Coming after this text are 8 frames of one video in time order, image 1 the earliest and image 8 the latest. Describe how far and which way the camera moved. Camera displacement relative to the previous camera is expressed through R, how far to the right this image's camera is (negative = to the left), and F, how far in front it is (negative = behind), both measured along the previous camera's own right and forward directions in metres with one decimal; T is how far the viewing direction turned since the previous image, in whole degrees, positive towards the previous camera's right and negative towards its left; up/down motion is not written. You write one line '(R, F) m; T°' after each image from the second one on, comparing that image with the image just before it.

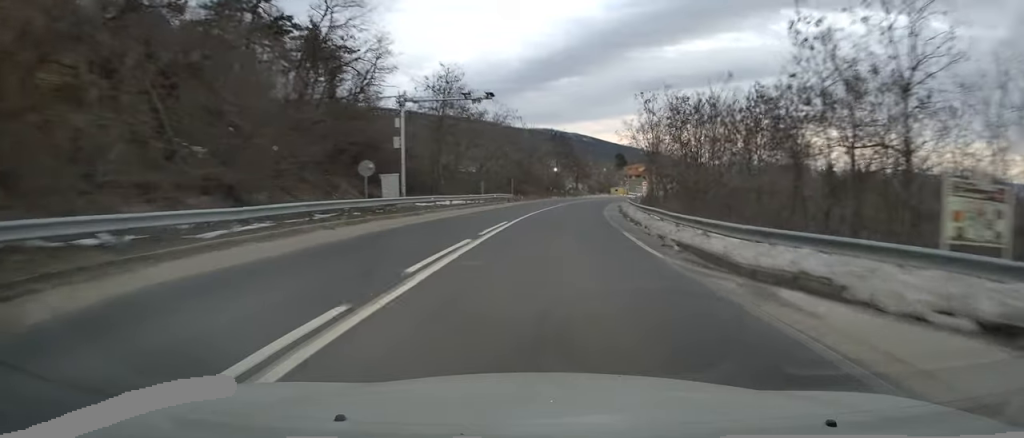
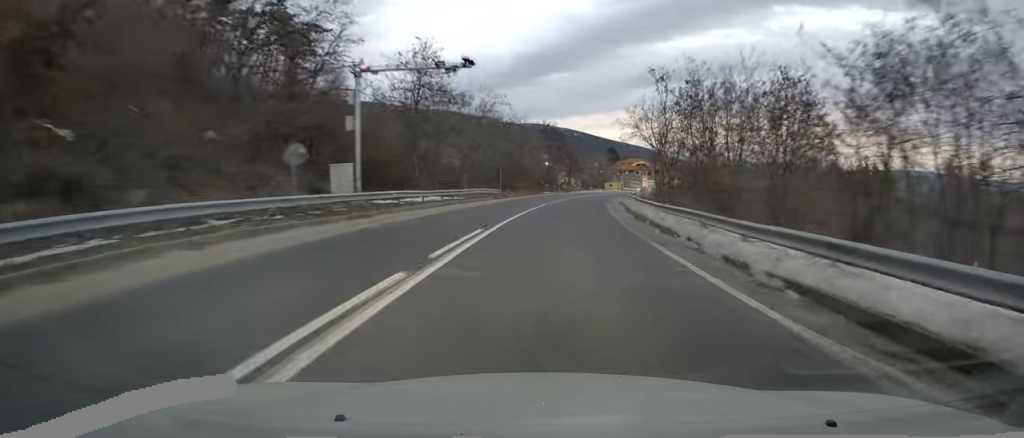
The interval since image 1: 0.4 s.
(0.0, +6.8) m; +2°
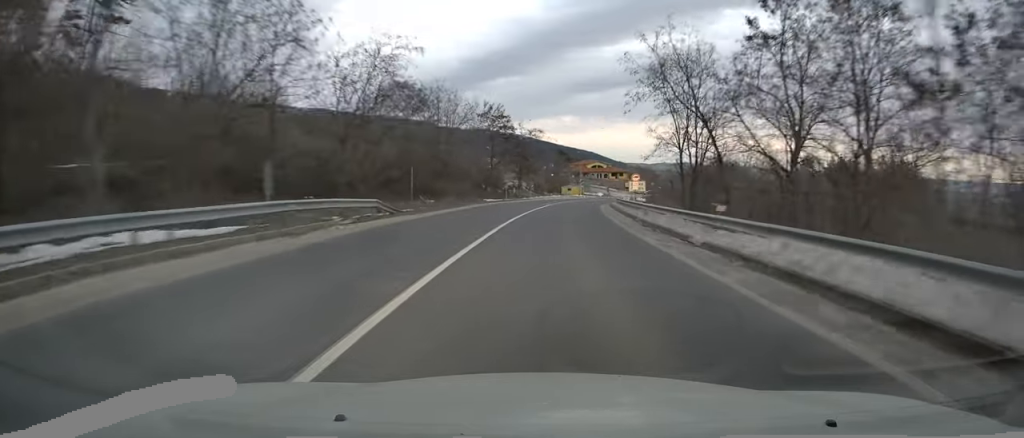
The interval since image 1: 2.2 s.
(+1.4, +27.9) m; +5°
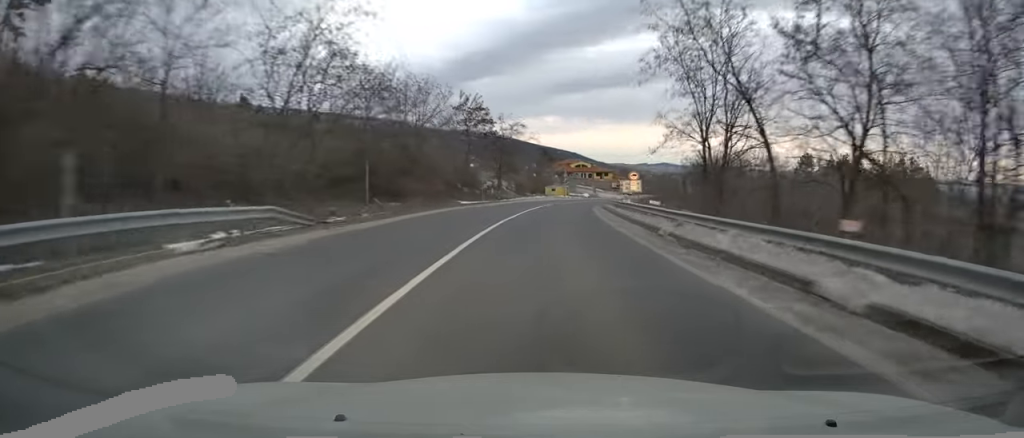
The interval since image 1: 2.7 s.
(+0.1, +7.8) m; +1°
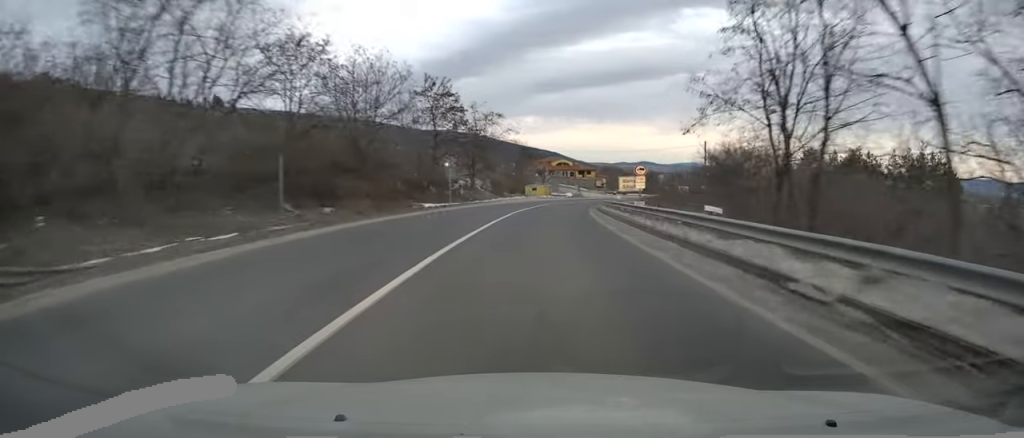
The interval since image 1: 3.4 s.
(+0.1, +10.5) m; +2°
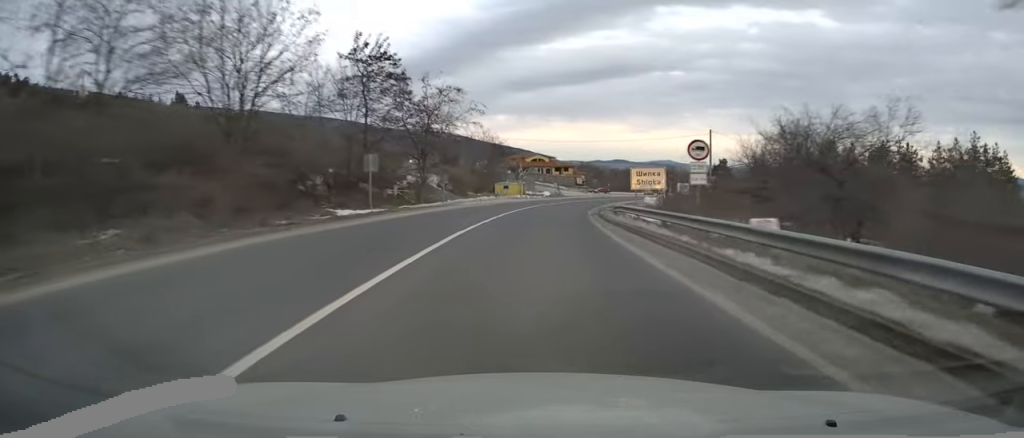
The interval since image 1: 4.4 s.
(+0.5, +16.8) m; +2°
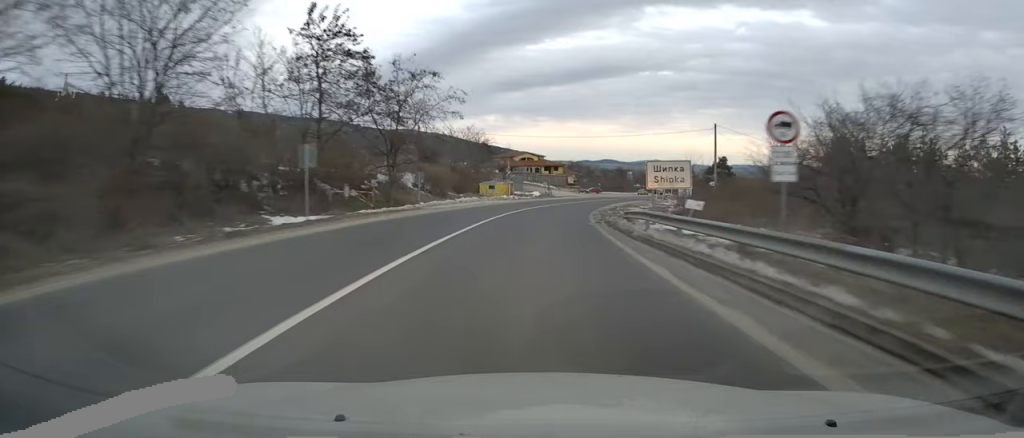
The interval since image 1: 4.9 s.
(0.0, +7.4) m; +1°
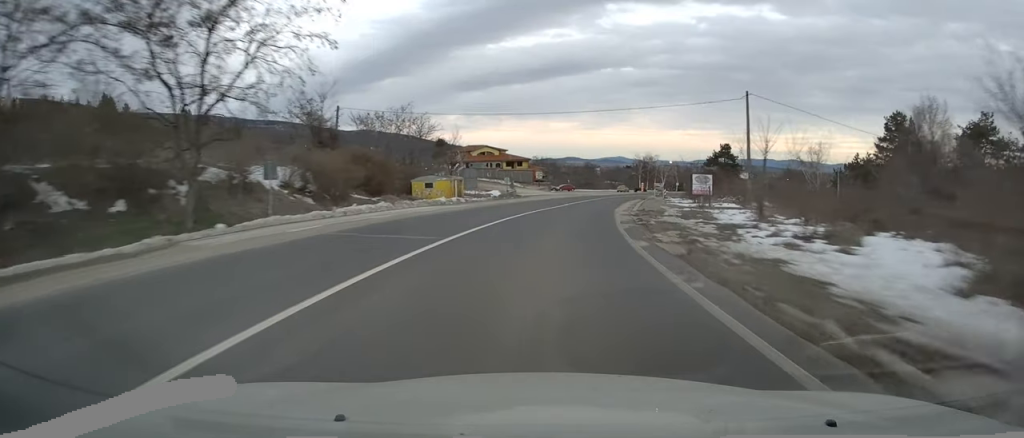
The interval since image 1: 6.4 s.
(+0.8, +23.7) m; +3°
